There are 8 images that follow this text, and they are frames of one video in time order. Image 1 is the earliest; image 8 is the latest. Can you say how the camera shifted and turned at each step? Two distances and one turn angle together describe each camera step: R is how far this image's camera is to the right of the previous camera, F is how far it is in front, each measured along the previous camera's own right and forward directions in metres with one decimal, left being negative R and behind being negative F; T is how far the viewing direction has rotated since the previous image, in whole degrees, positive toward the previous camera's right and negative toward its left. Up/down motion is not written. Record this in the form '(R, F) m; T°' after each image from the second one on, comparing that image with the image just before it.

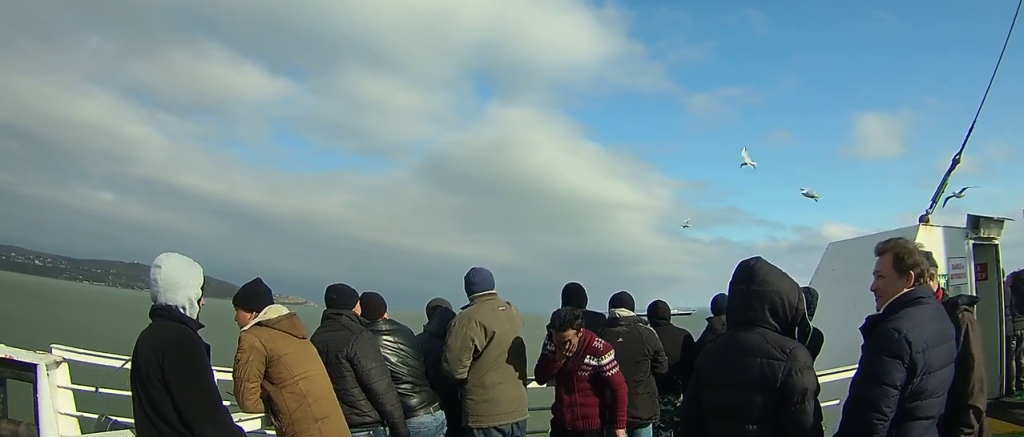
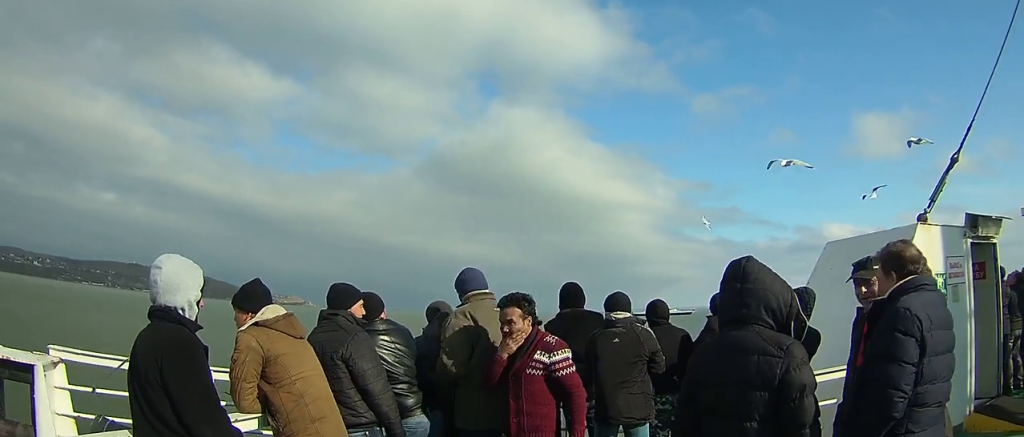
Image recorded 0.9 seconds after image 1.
(0.0, +3.8) m; 0°
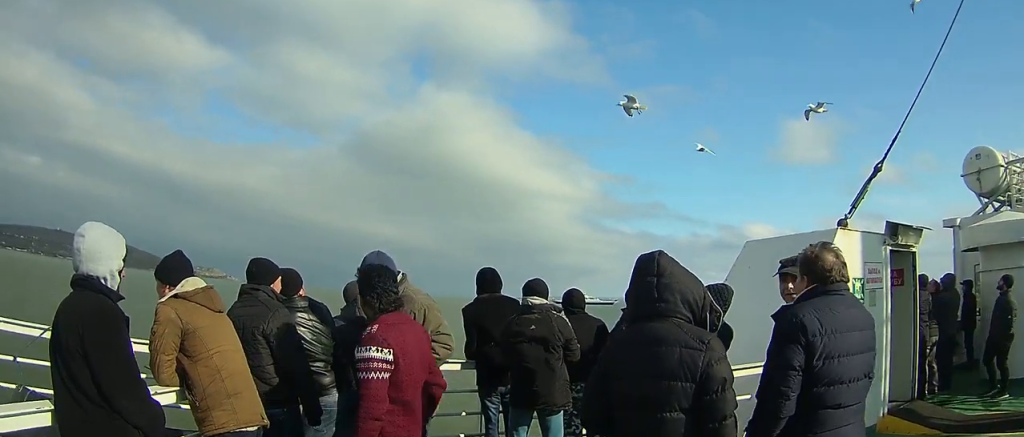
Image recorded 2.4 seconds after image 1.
(0.0, +6.4) m; 0°
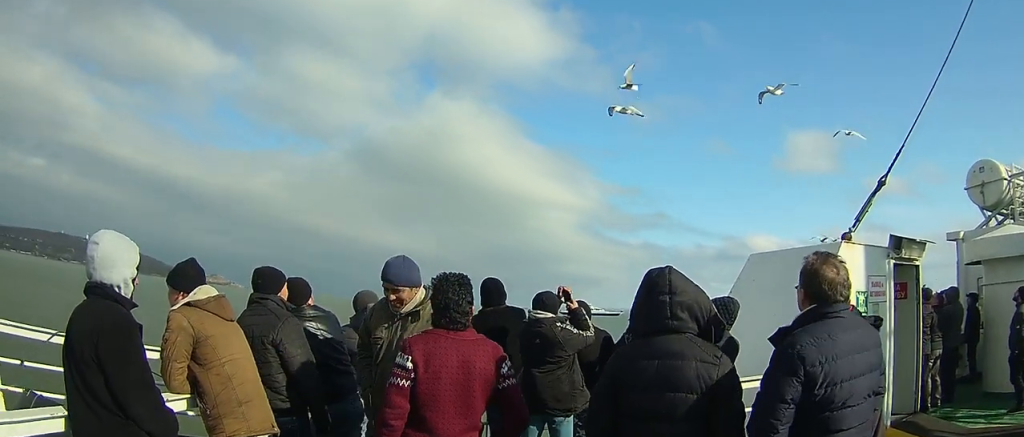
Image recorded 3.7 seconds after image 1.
(0.0, +5.4) m; -1°
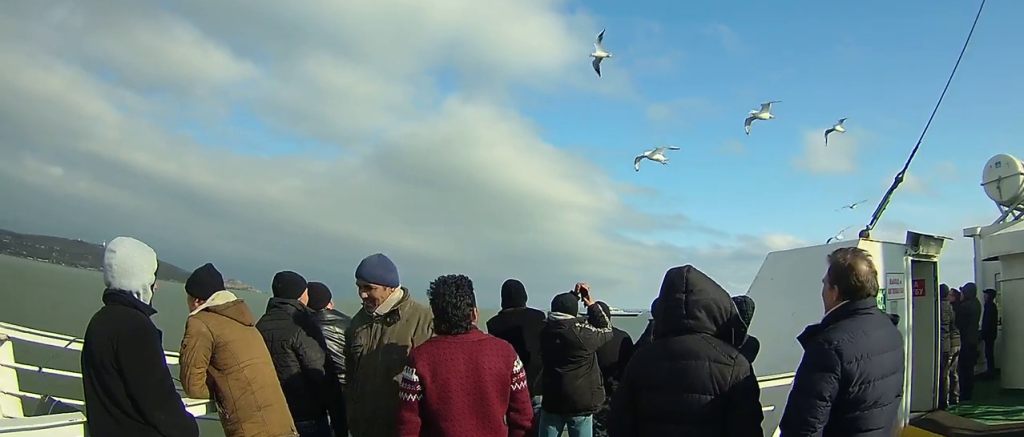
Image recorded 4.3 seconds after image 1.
(0.0, +2.5) m; -1°
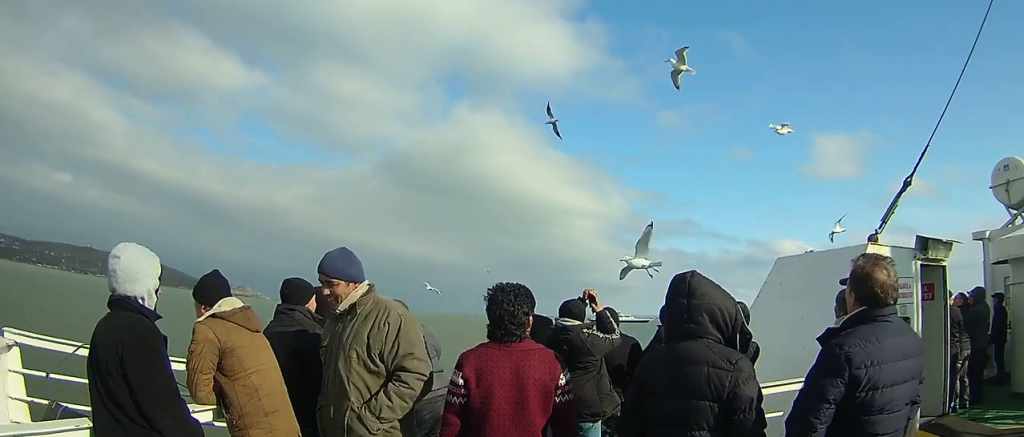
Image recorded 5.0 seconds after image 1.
(-0.1, +2.9) m; -1°
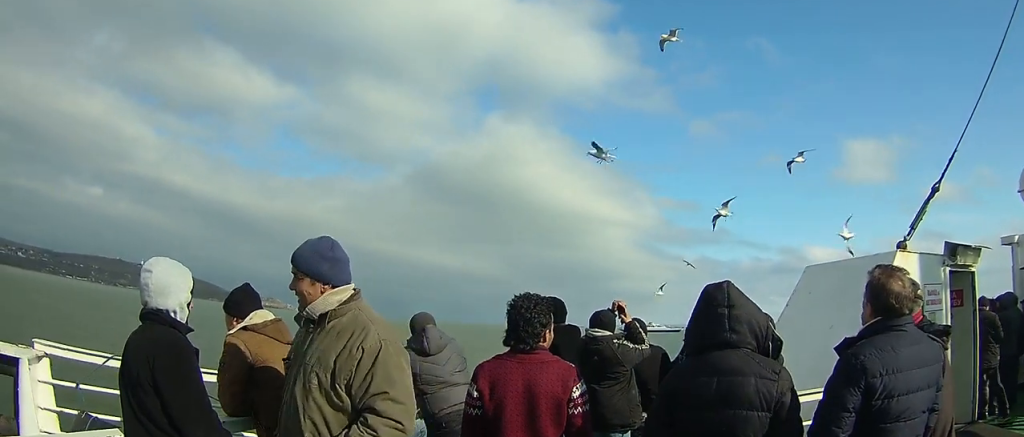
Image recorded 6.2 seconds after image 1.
(0.0, +5.0) m; 0°
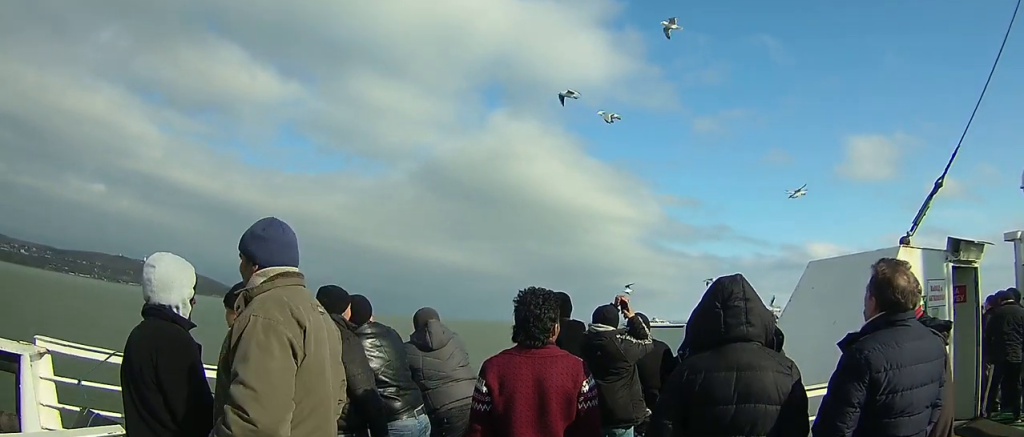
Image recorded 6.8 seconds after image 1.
(0.0, +2.6) m; +1°
